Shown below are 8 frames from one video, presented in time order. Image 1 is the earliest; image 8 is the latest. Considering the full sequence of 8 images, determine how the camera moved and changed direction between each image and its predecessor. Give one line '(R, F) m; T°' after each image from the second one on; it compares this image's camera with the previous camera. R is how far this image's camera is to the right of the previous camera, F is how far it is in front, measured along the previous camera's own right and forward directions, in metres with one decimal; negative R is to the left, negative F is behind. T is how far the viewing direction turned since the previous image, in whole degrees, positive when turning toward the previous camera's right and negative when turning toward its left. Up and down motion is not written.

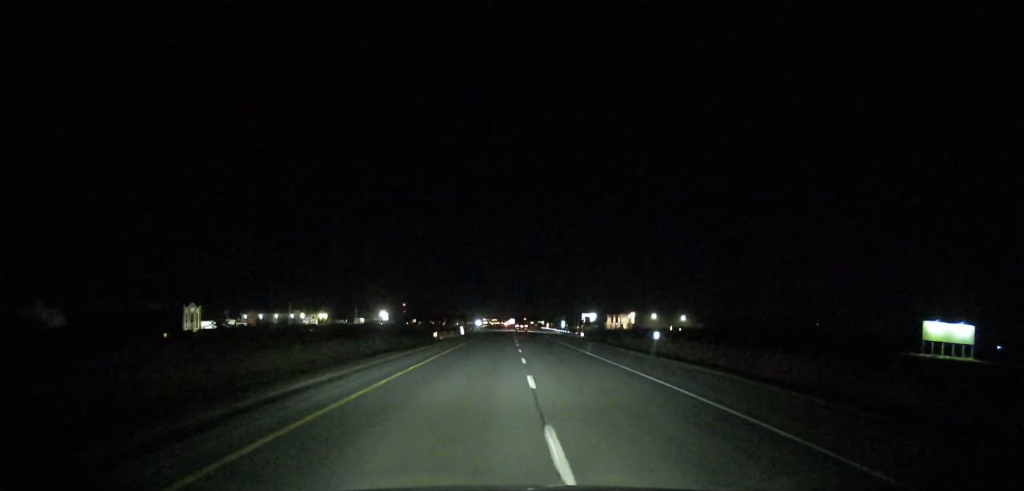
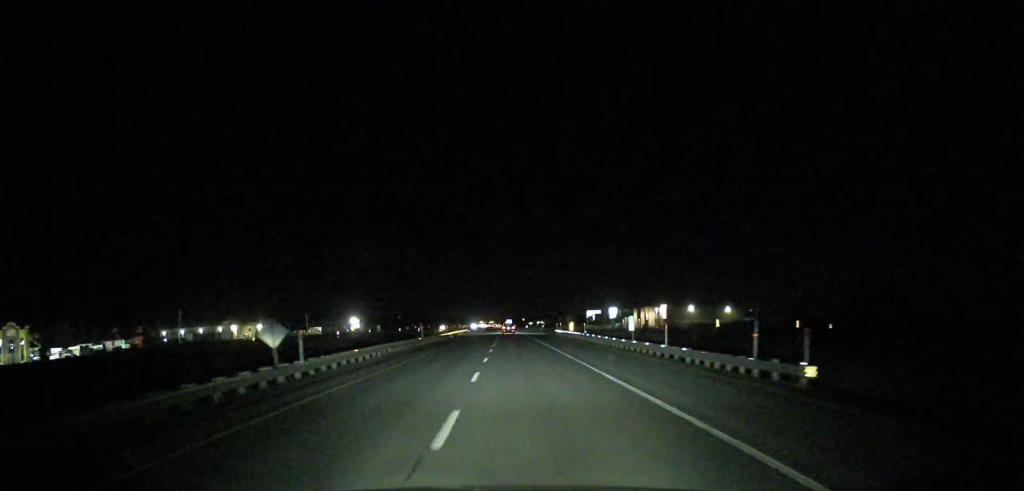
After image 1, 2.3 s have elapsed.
(-0.4, +89.8) m; 0°
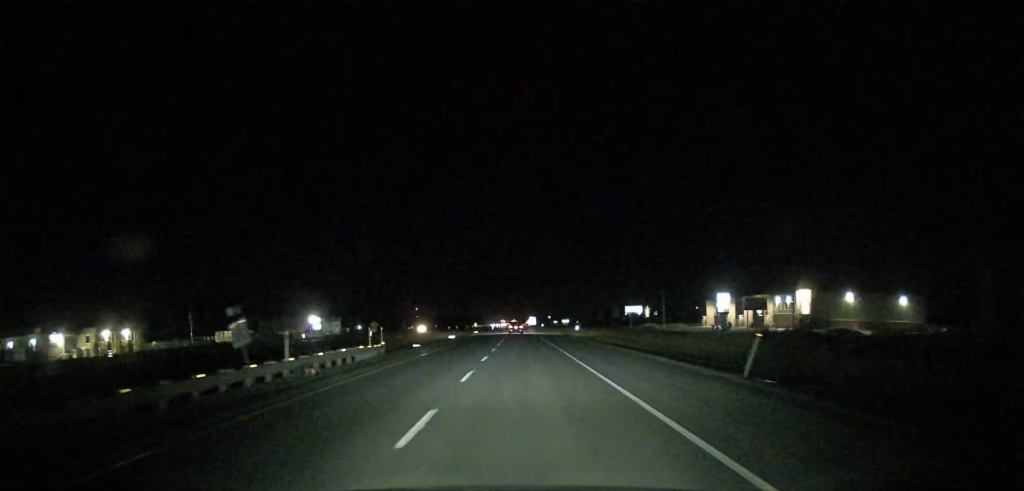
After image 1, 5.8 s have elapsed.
(-0.5, +134.1) m; -1°
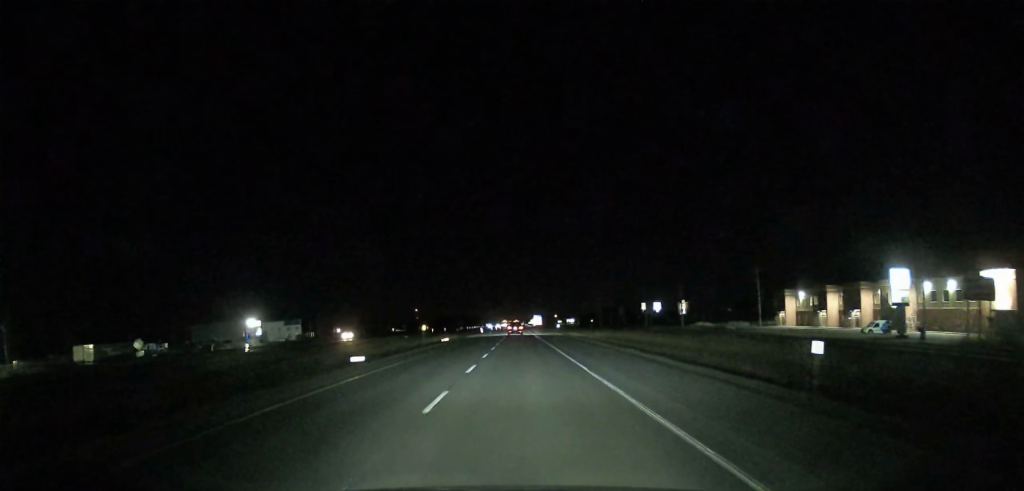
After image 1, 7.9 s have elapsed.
(-0.5, +68.3) m; 0°
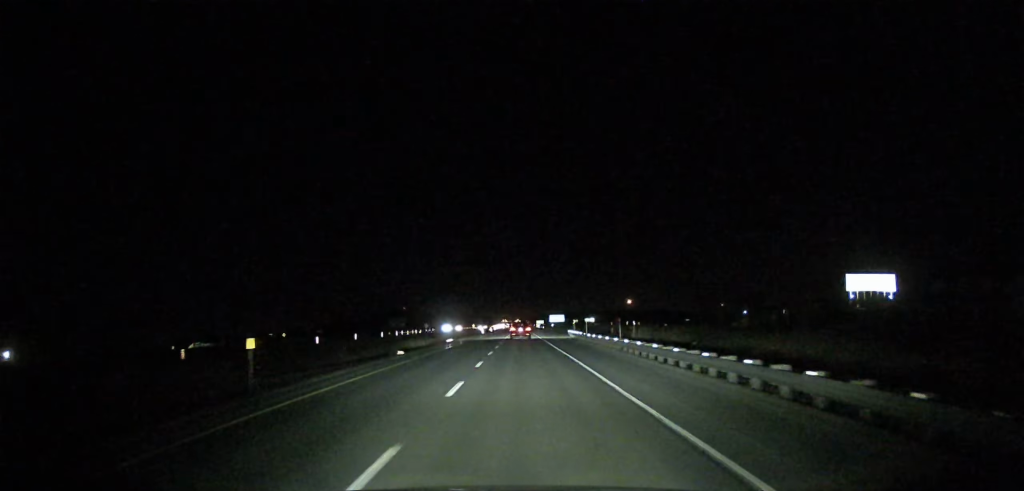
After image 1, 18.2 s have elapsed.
(-2.8, +330.1) m; -1°
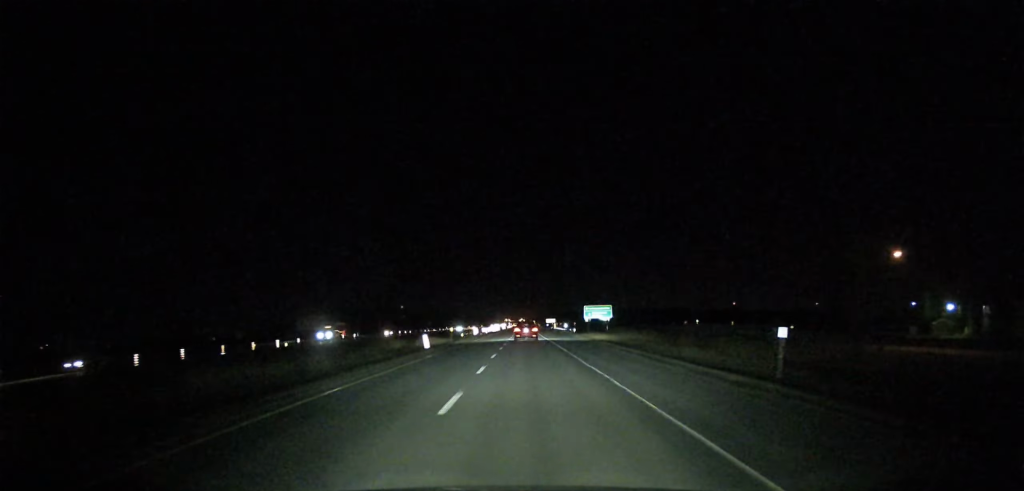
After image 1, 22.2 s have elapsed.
(-0.1, +126.9) m; 0°
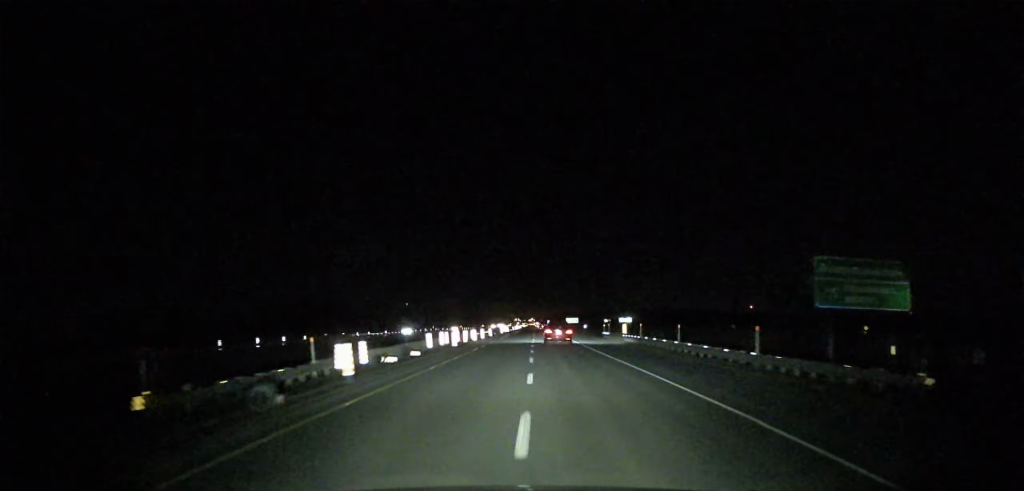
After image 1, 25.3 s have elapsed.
(-0.7, +99.7) m; 0°
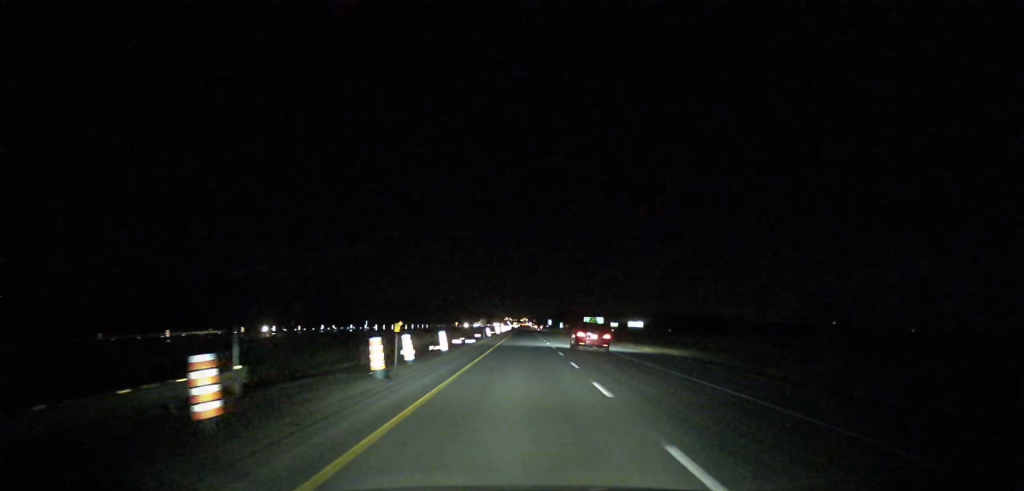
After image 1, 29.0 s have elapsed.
(+0.3, +122.8) m; 0°
